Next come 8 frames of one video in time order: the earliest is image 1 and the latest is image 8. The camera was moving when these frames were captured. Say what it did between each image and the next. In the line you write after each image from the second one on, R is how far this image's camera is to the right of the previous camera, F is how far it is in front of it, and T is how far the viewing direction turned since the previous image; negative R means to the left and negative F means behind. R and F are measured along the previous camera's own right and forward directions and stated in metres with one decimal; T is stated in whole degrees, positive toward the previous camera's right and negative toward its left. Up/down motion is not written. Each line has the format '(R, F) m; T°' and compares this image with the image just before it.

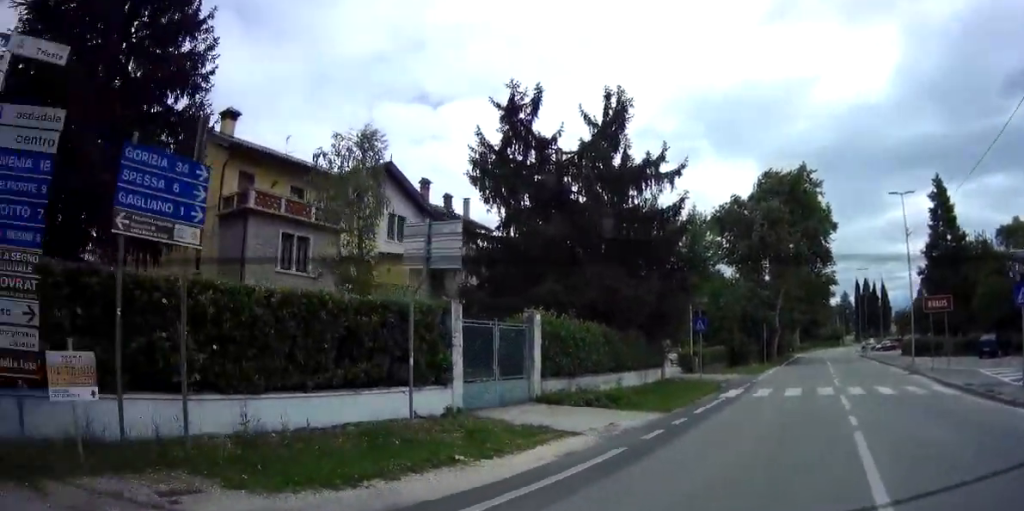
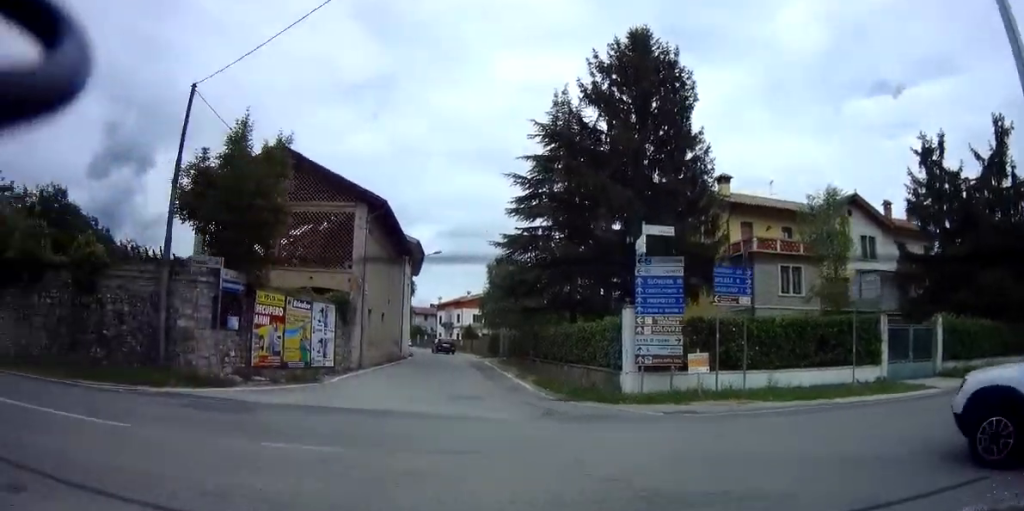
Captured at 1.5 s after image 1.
(-3.2, +7.7) m; -37°
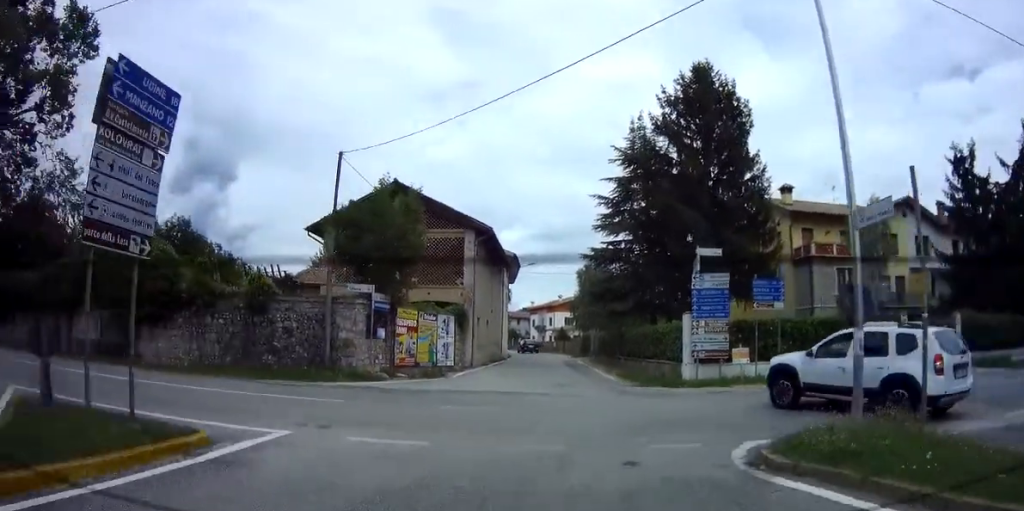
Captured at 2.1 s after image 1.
(-0.5, +4.5) m; -7°
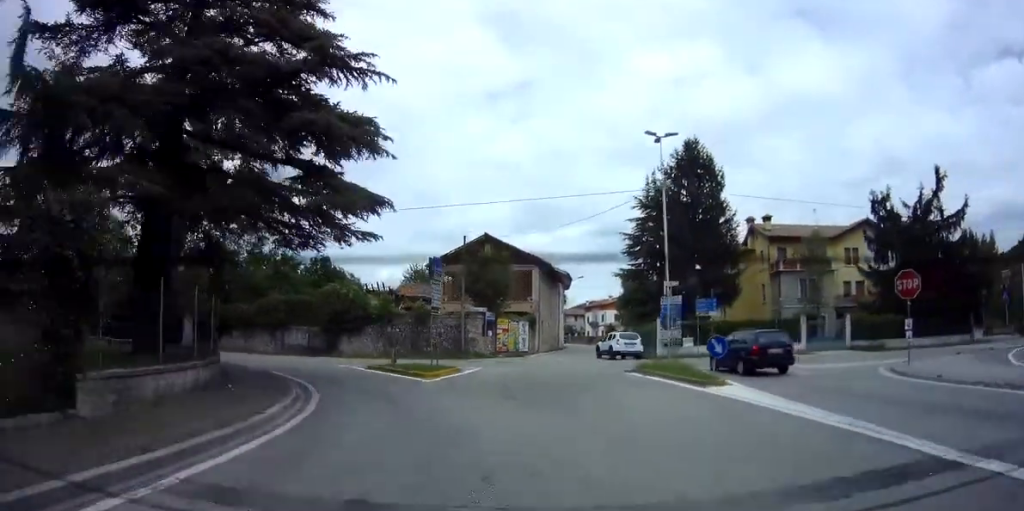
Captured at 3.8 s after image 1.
(-1.2, +15.7) m; -6°
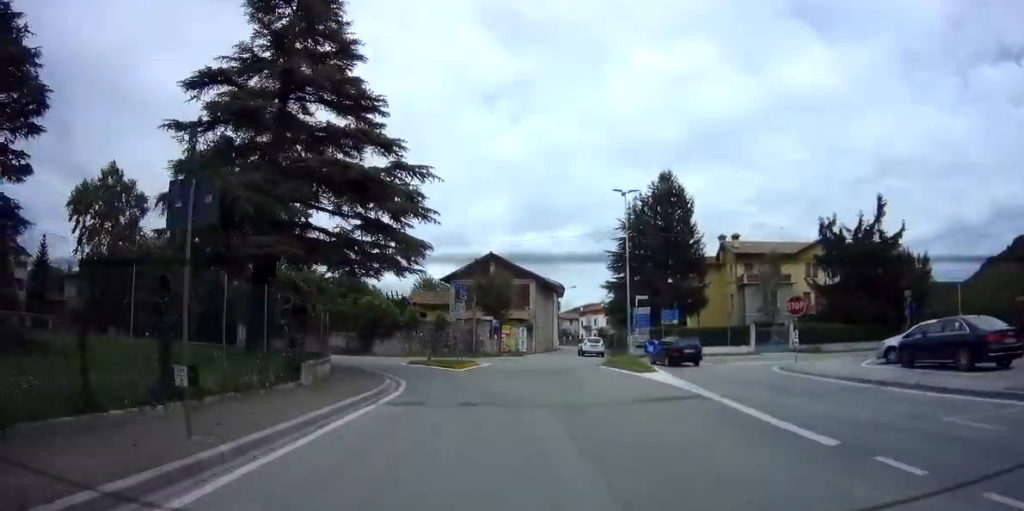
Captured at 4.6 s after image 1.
(-0.1, +8.1) m; 0°
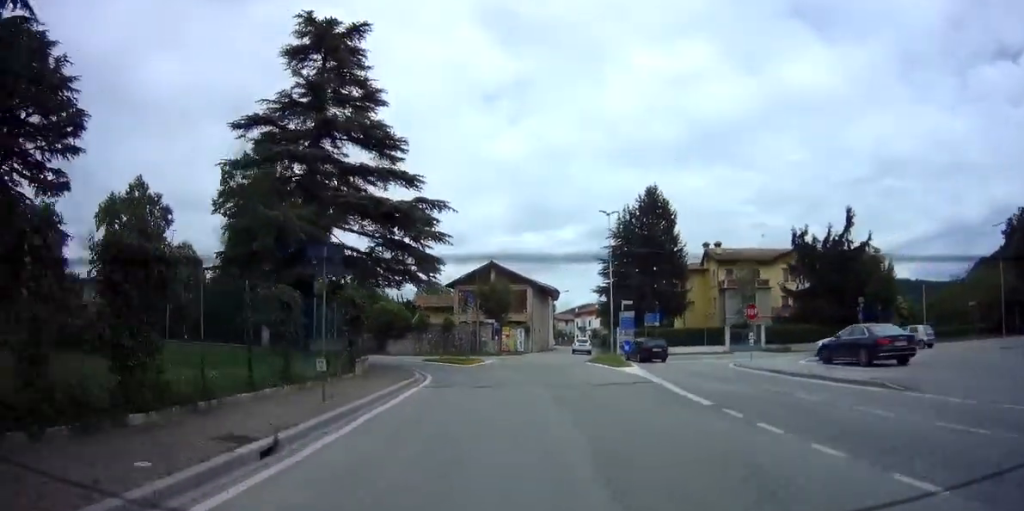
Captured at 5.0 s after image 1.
(+0.1, +5.0) m; 0°
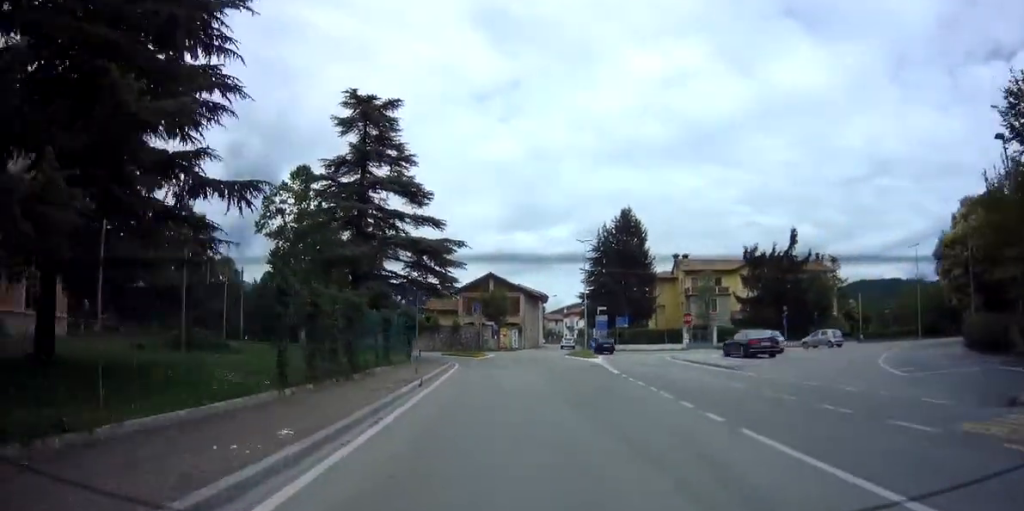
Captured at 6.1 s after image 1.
(-0.1, +11.4) m; +2°
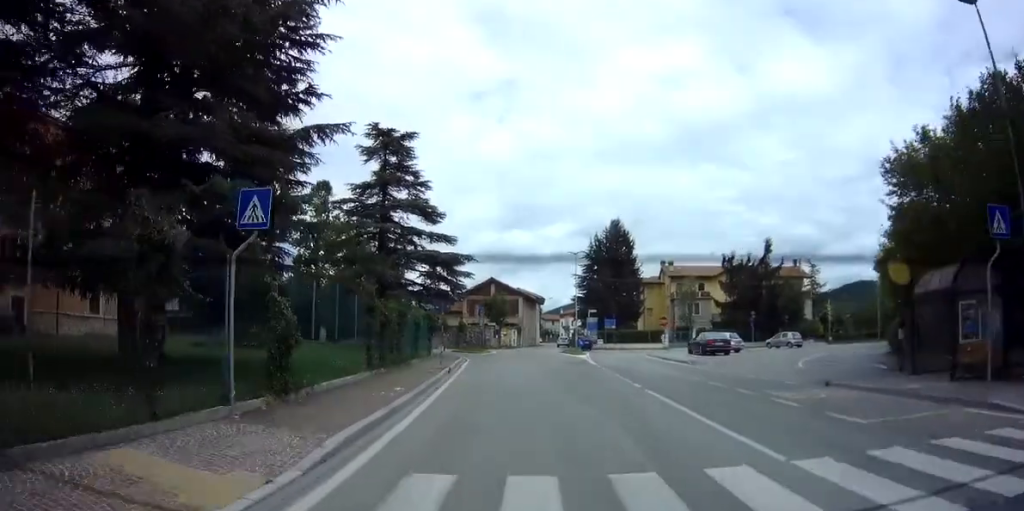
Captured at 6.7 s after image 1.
(+0.2, +7.0) m; 0°
